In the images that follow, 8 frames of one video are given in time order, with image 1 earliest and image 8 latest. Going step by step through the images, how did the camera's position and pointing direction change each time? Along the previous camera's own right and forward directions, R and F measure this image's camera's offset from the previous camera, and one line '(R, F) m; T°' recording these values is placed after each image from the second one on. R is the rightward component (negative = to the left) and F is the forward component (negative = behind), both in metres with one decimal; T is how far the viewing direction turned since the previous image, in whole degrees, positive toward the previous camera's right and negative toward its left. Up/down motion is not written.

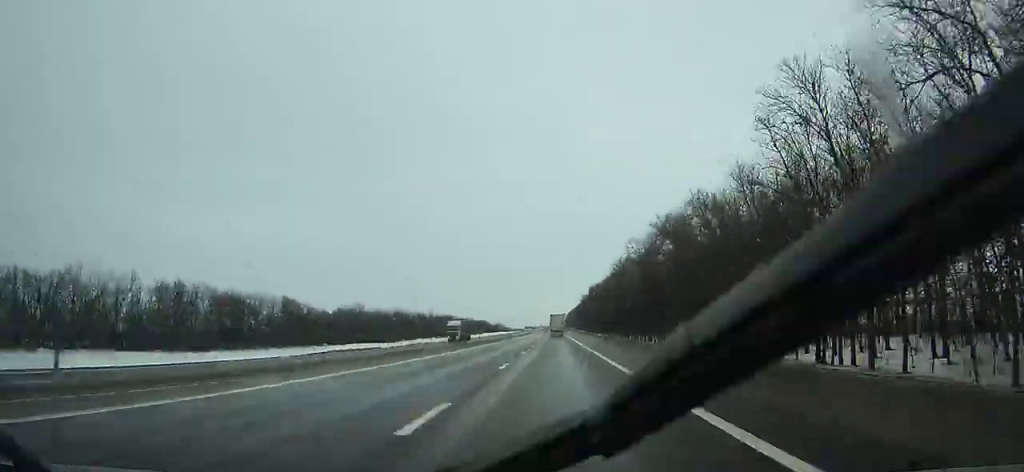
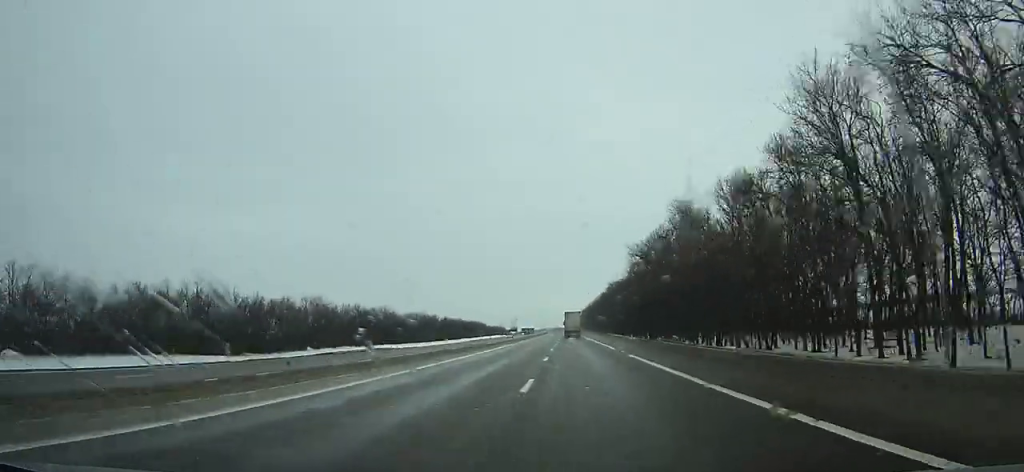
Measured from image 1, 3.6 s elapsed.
(+1.6, +103.3) m; -1°
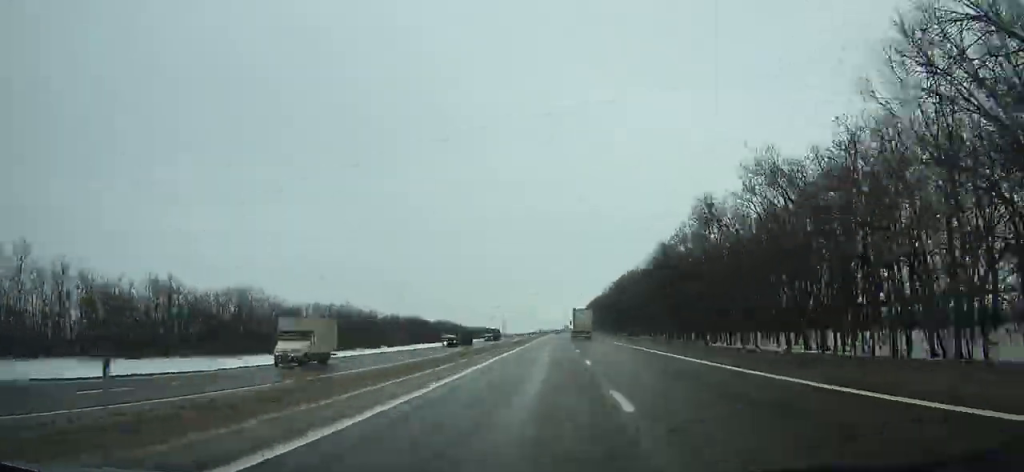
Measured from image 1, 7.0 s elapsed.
(-1.6, +98.4) m; -1°
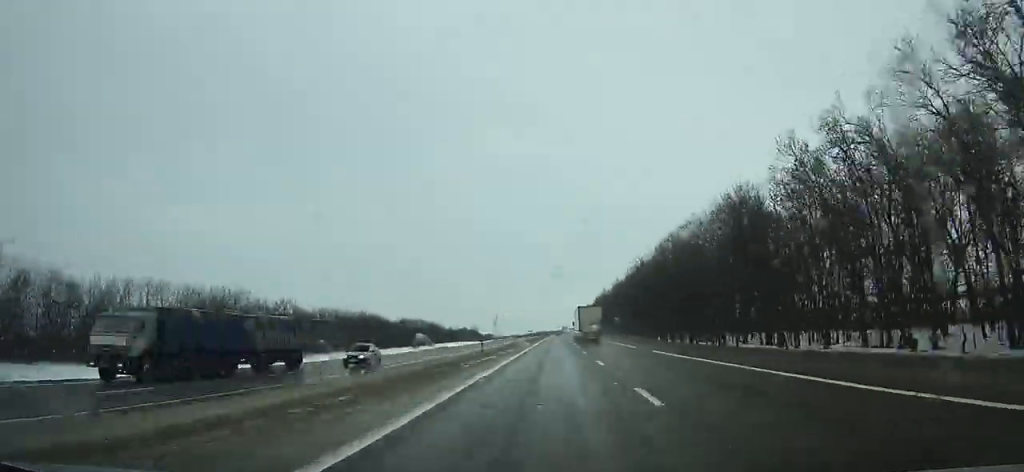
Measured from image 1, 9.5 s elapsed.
(+0.4, +72.5) m; 0°
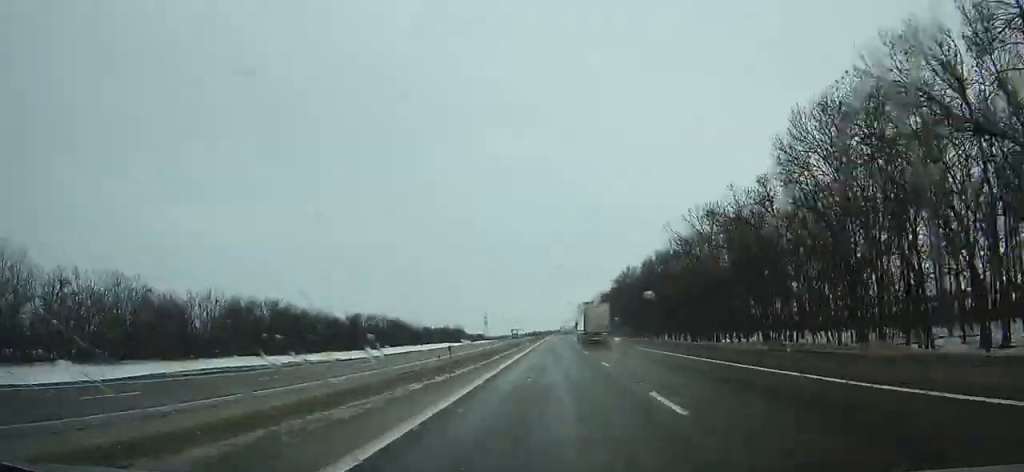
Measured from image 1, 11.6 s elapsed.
(+0.2, +61.0) m; 0°
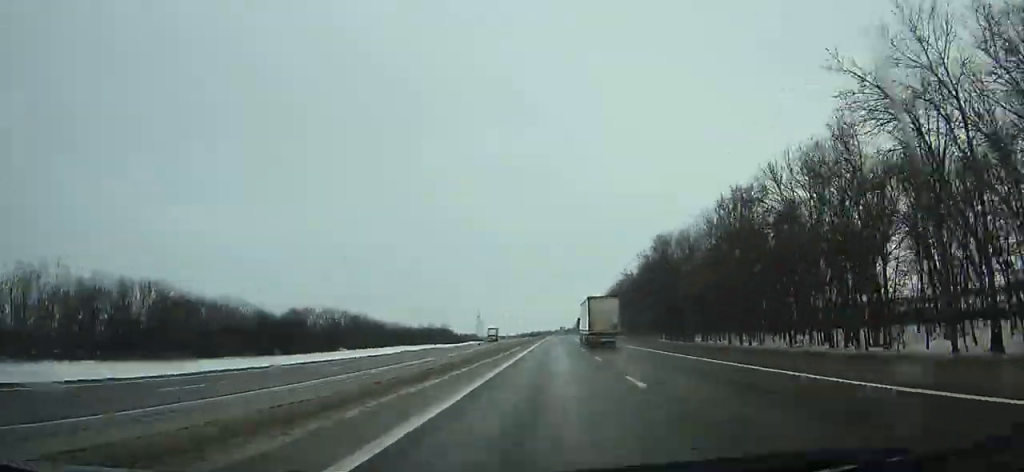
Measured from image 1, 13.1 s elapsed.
(0.0, +43.5) m; 0°
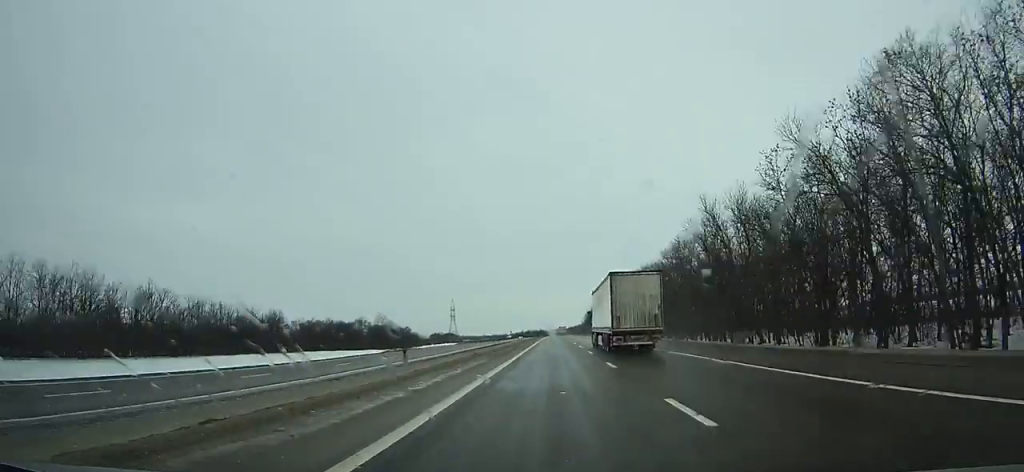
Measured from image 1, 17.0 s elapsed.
(-0.2, +113.5) m; 0°
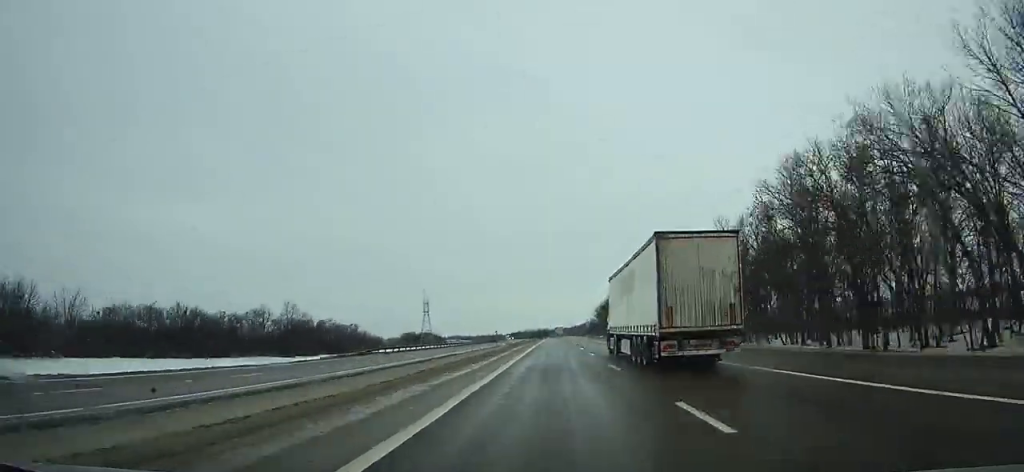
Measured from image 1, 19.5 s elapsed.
(0.0, +73.1) m; 0°
